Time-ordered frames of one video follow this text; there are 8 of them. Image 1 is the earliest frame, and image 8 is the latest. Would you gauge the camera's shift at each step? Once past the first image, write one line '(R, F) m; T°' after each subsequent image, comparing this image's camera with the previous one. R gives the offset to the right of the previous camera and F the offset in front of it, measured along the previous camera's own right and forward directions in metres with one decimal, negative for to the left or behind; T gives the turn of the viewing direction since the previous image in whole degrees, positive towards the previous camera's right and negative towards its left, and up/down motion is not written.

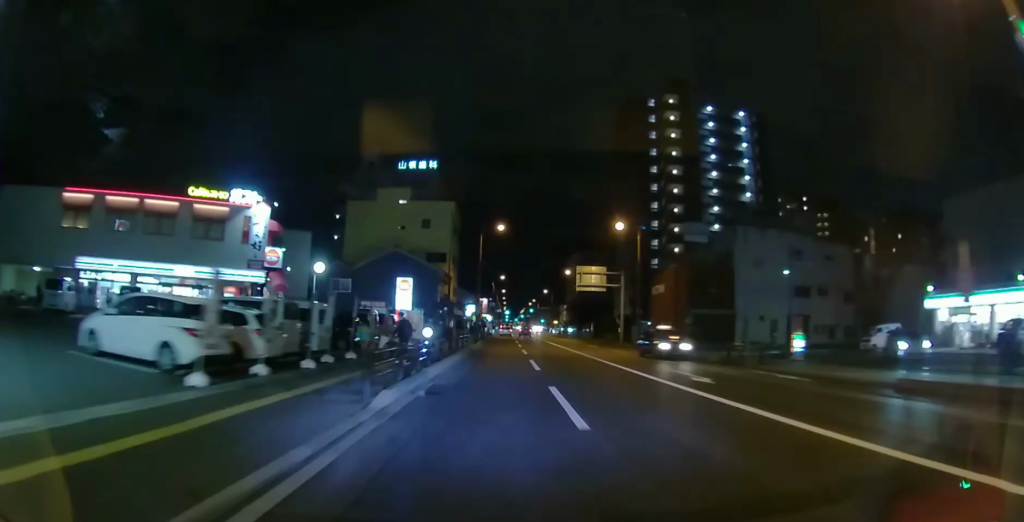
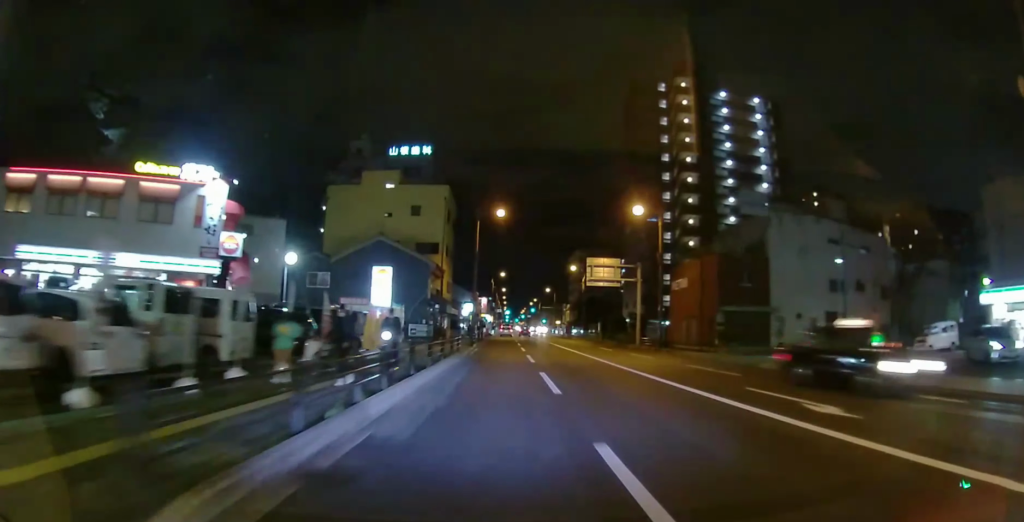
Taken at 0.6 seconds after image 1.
(0.0, +6.2) m; 0°
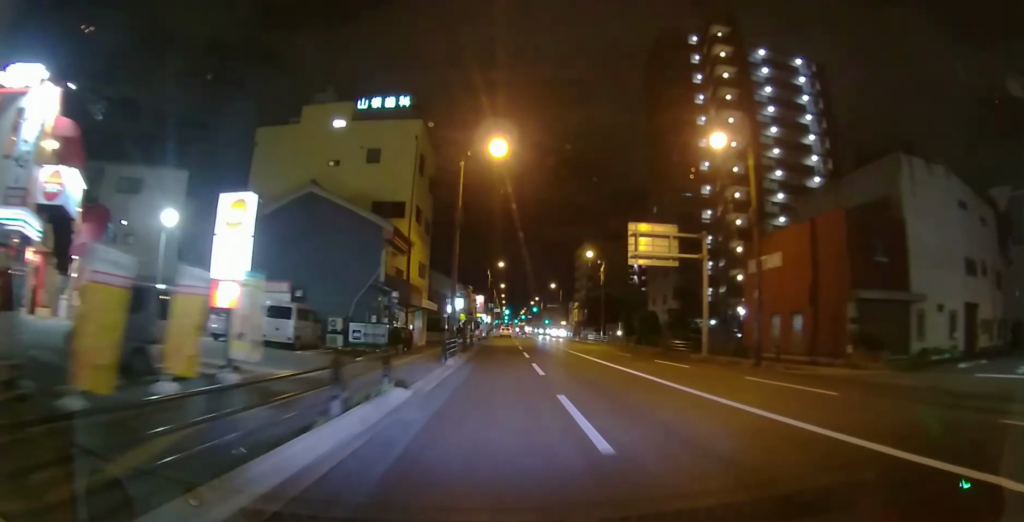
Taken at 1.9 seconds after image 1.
(0.0, +14.8) m; 0°
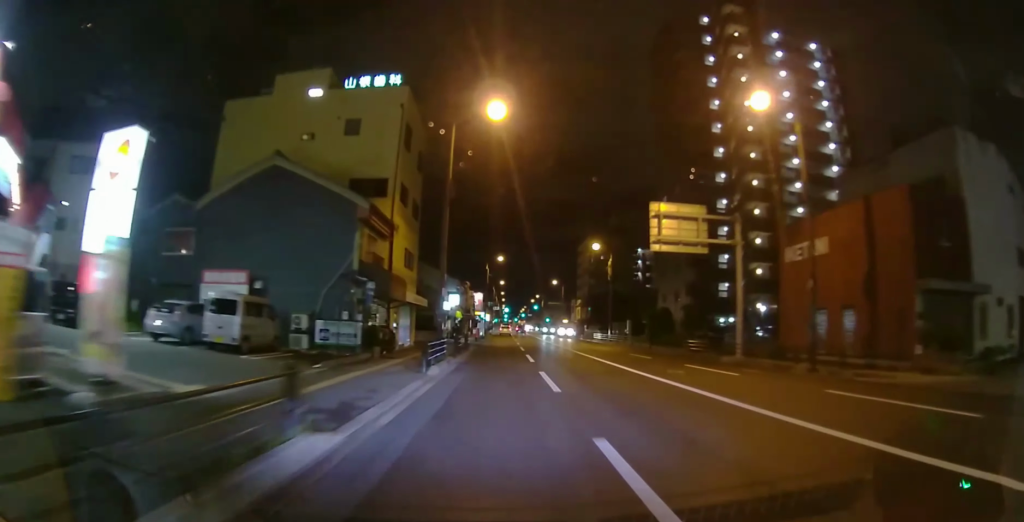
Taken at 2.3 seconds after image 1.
(0.0, +4.5) m; 0°
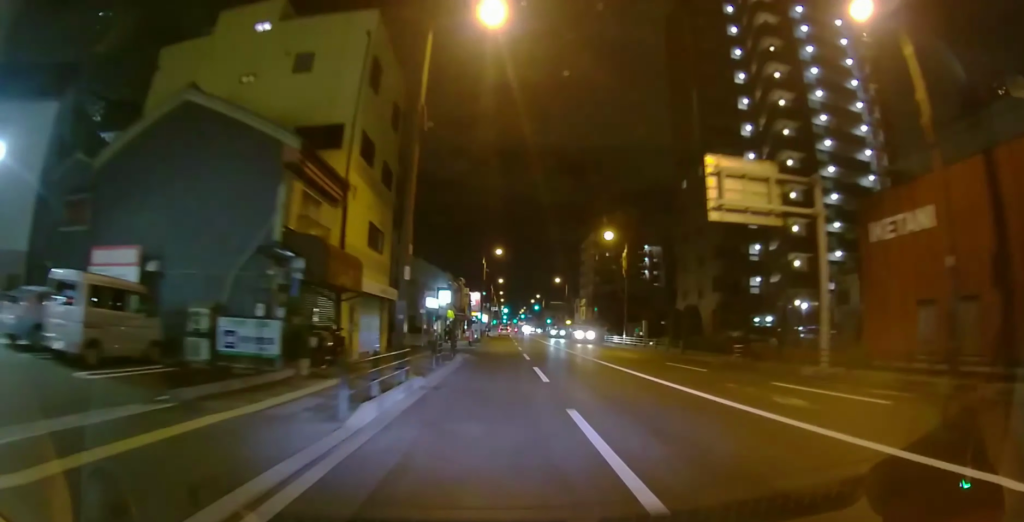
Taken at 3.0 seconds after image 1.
(0.0, +7.5) m; 0°
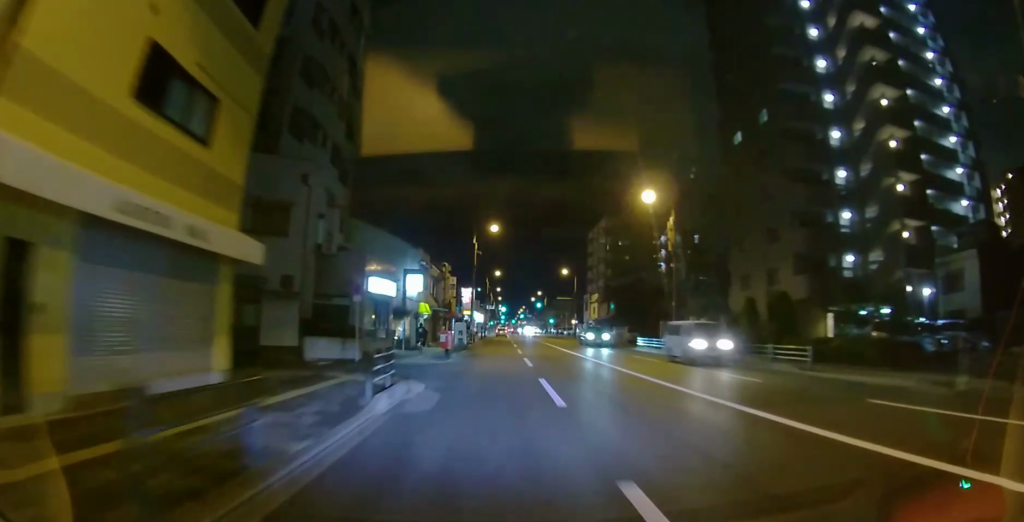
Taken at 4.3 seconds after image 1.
(+0.2, +14.6) m; +2°
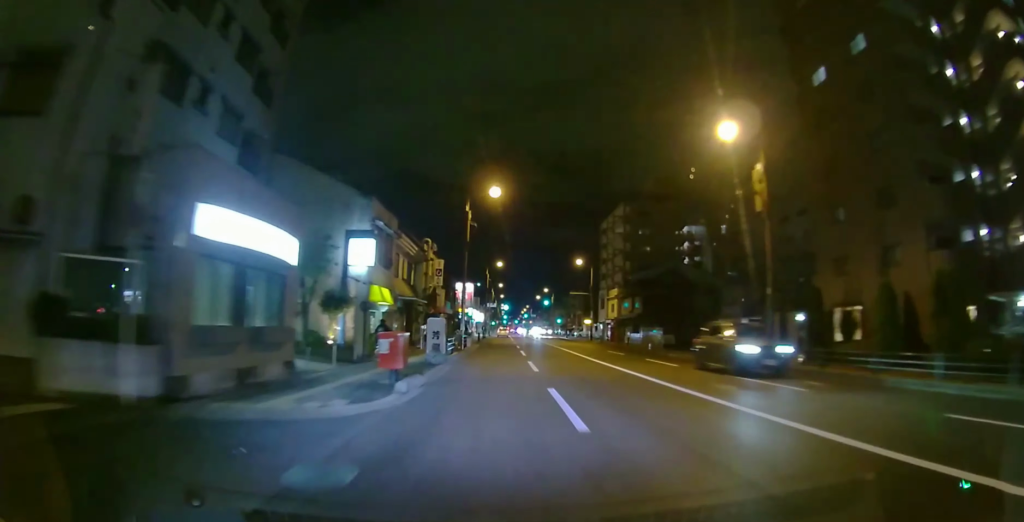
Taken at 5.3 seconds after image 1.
(+0.1, +11.9) m; -1°
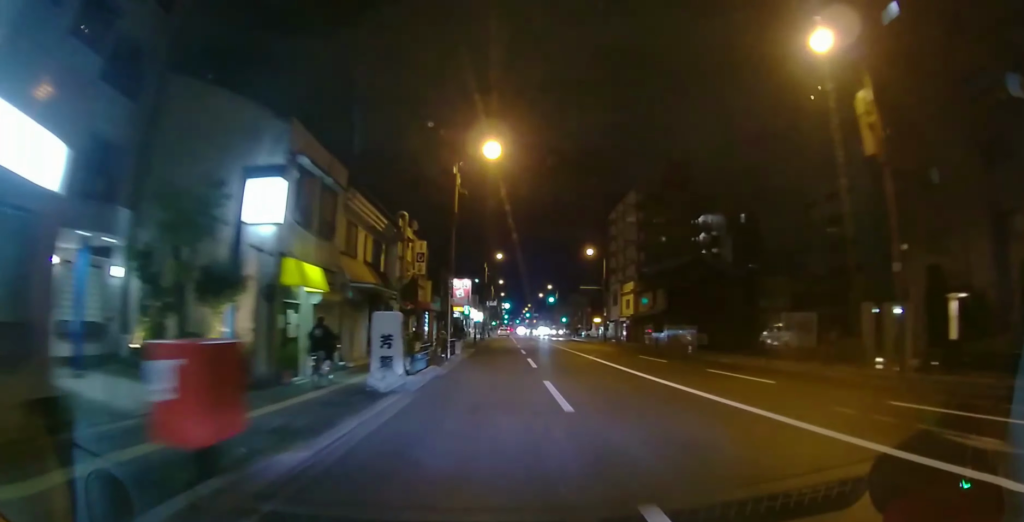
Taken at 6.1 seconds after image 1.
(-0.1, +8.2) m; -1°
